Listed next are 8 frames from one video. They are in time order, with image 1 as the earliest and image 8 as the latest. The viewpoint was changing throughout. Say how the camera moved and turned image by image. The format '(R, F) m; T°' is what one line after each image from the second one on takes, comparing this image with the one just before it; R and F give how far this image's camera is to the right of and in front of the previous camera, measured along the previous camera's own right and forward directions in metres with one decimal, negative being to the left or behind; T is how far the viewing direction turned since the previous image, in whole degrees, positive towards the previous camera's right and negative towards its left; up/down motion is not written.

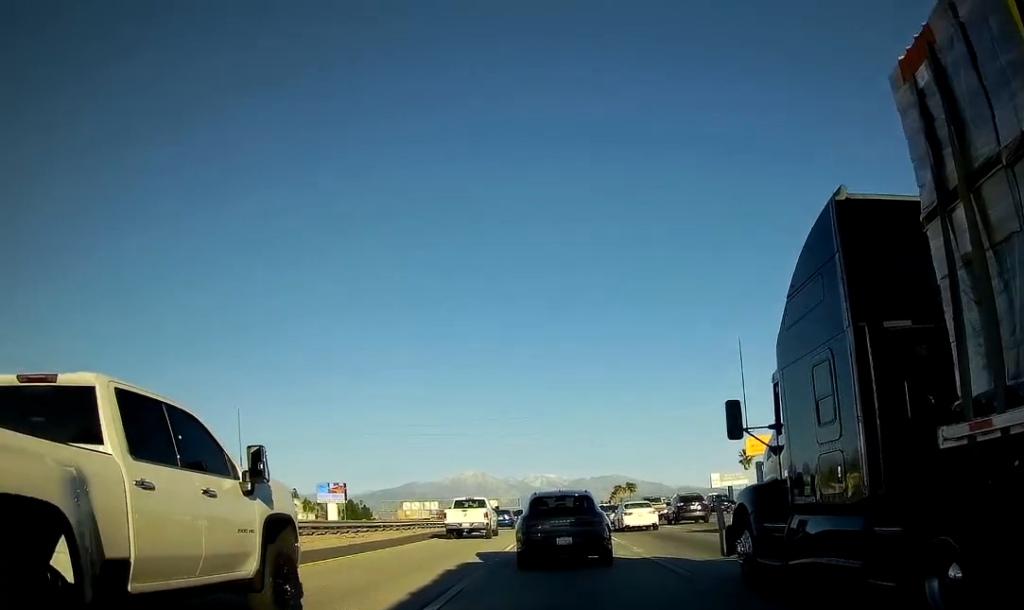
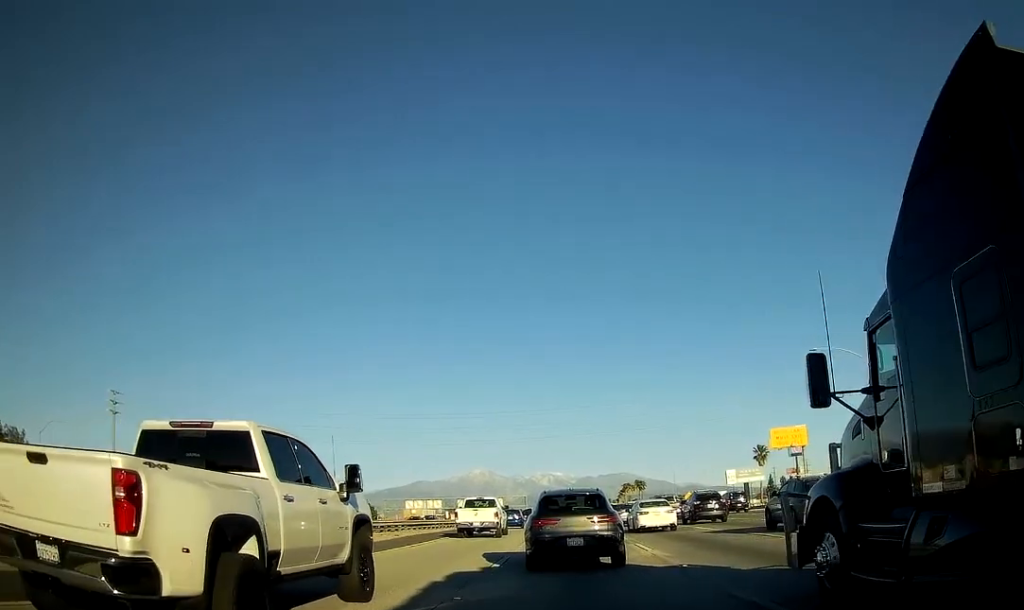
(-0.1, +6.8) m; 0°
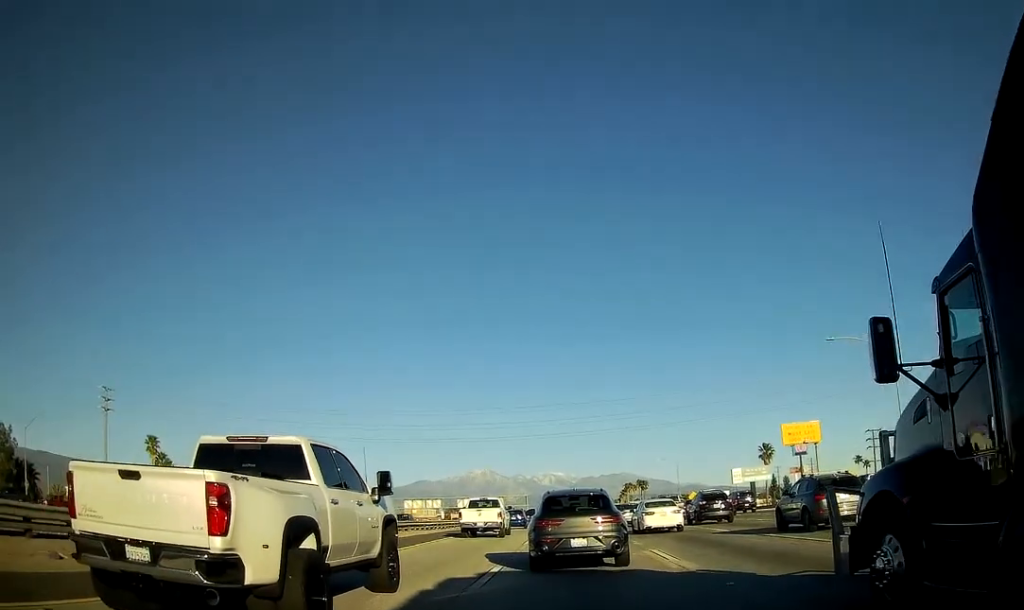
(0.0, +3.6) m; -1°
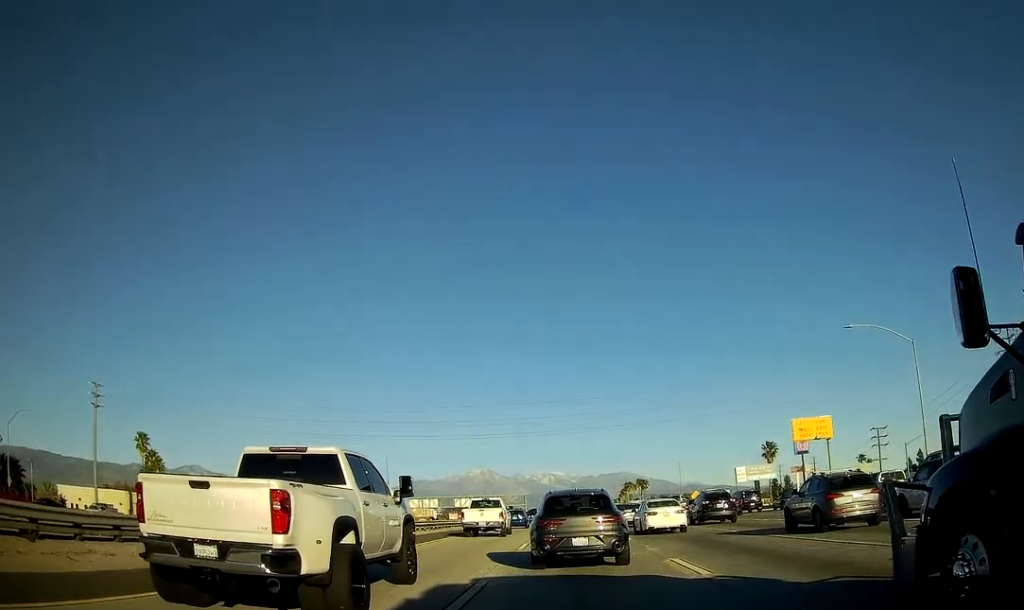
(+0.1, +4.0) m; -1°
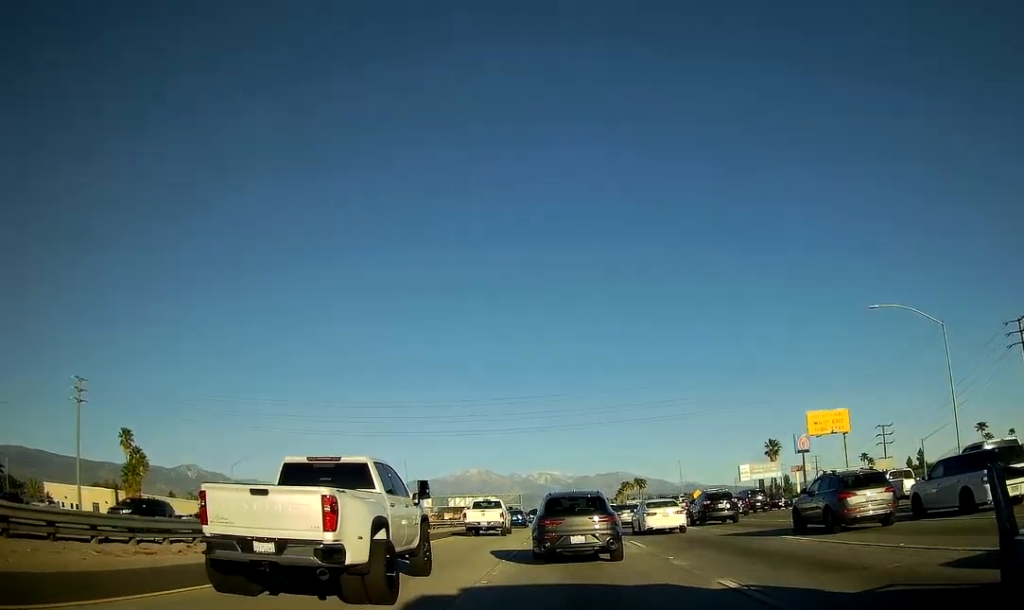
(-0.3, +5.5) m; +1°
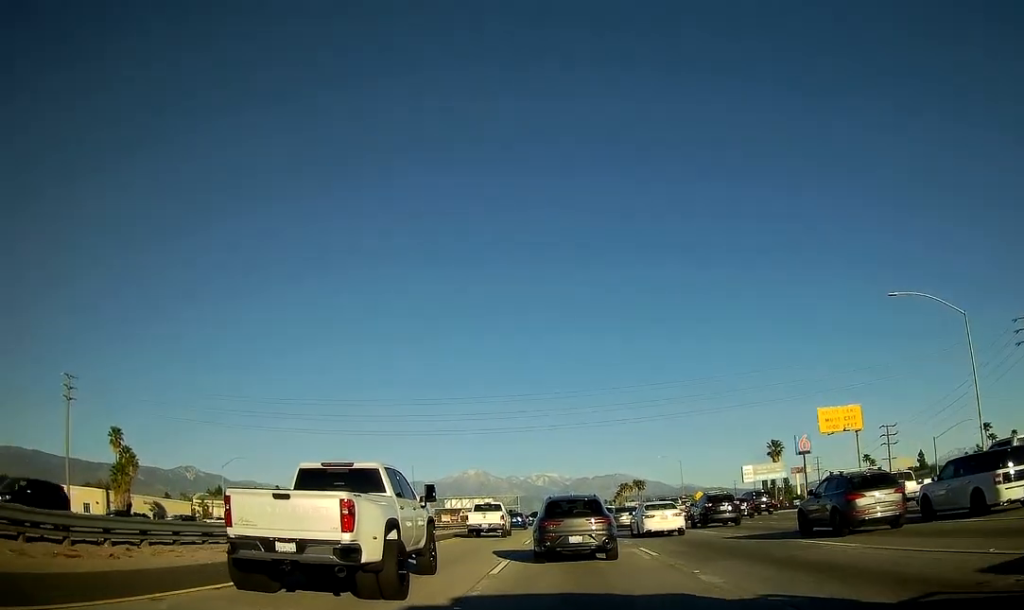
(+0.1, +3.4) m; +1°
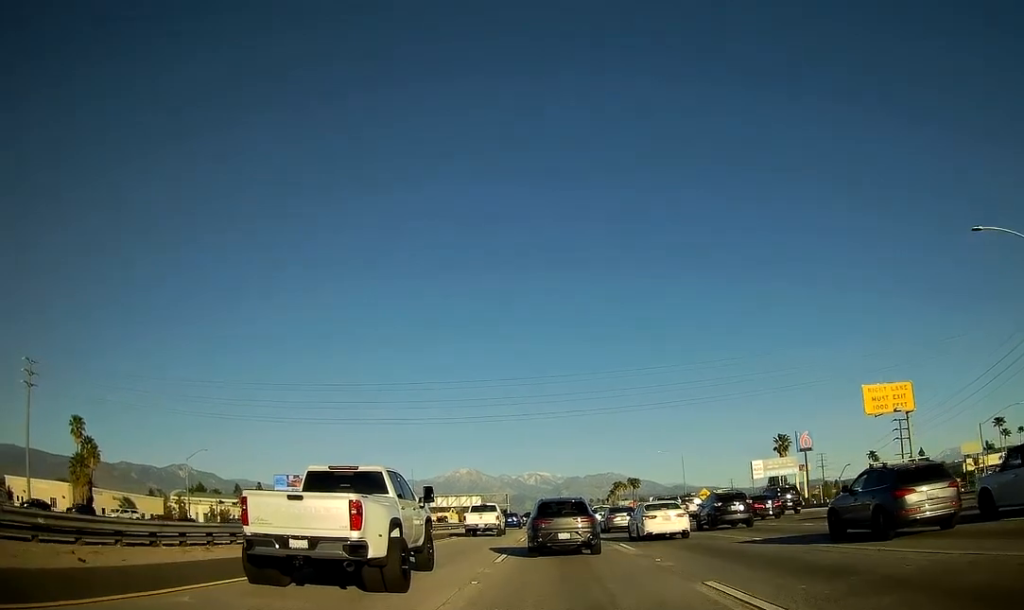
(+0.3, +10.2) m; 0°
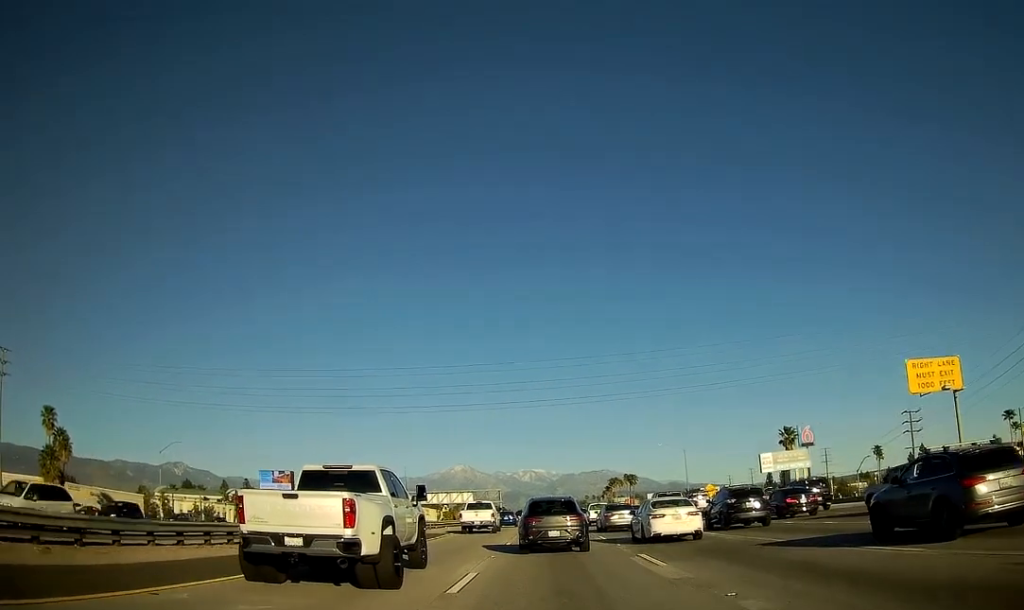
(-0.1, +6.6) m; 0°
